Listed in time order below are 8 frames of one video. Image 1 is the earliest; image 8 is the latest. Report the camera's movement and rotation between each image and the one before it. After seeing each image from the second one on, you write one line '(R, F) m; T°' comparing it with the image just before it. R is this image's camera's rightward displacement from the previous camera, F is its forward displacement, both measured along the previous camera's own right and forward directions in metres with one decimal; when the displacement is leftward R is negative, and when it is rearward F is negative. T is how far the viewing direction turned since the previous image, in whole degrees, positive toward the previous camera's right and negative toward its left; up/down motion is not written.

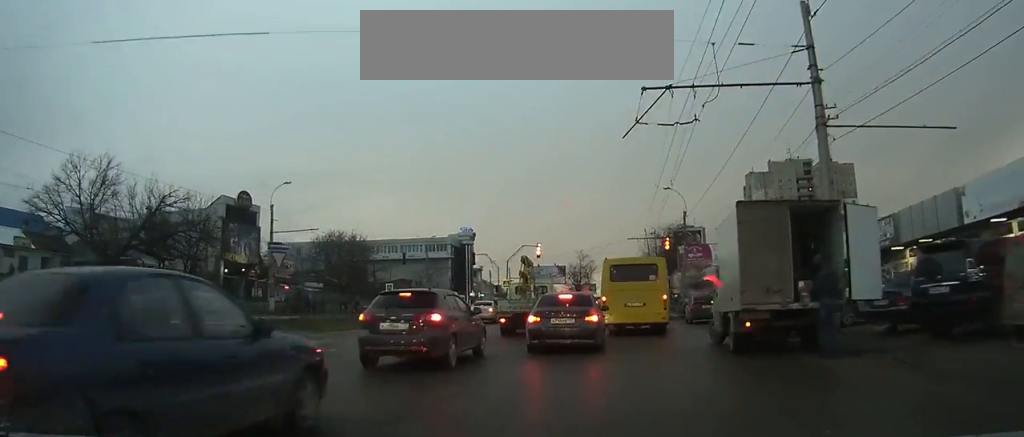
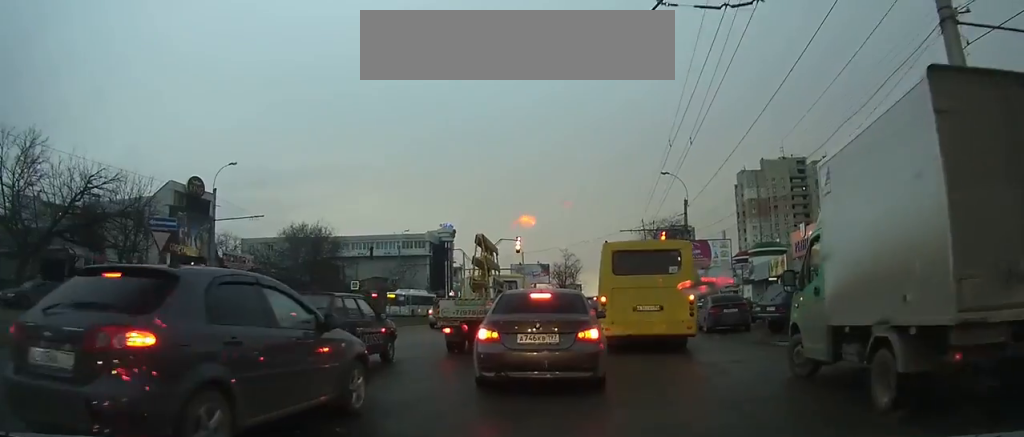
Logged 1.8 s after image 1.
(+0.1, +5.6) m; +1°
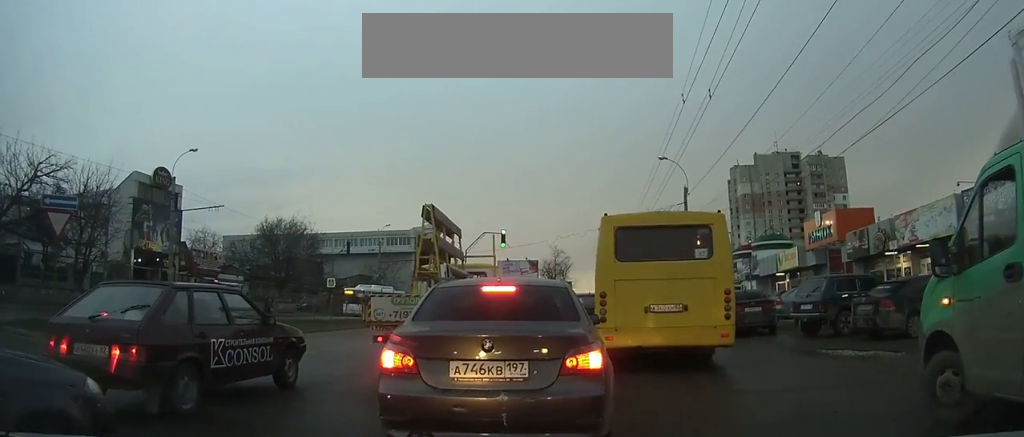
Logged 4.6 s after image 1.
(+0.1, +6.2) m; +2°
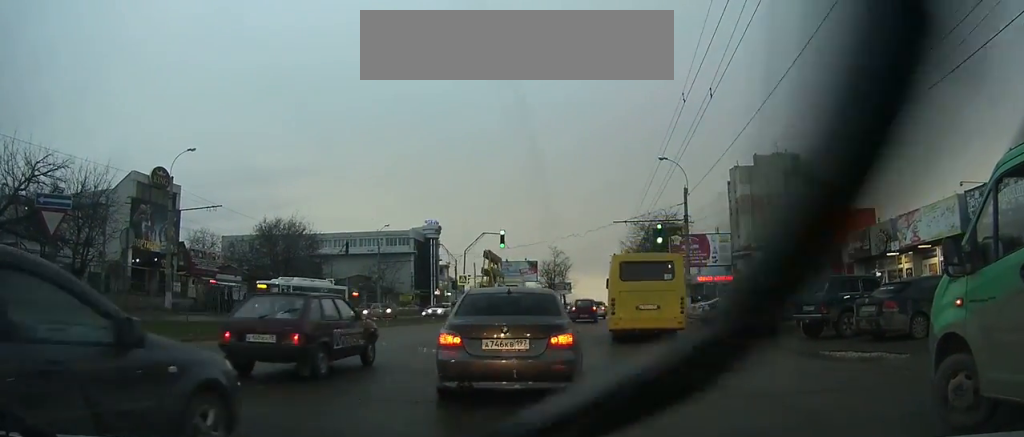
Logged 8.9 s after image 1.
(+0.2, +7.6) m; +1°
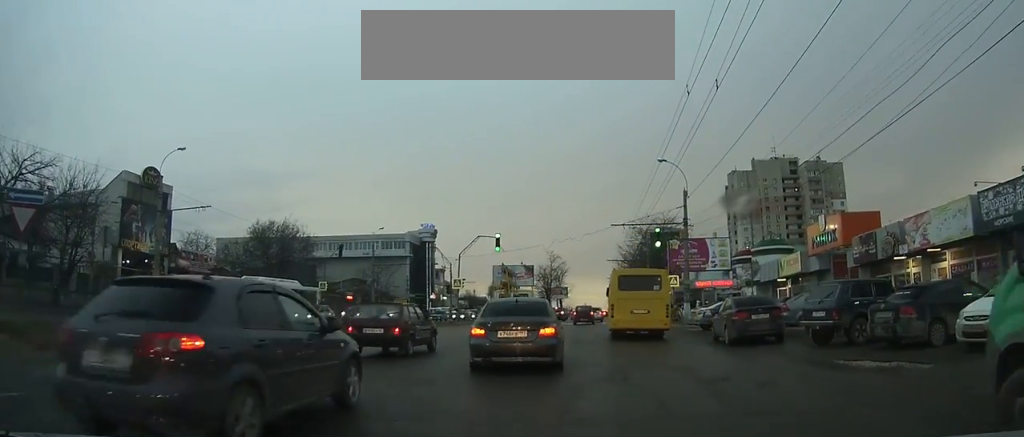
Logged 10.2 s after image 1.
(0.0, +4.3) m; 0°
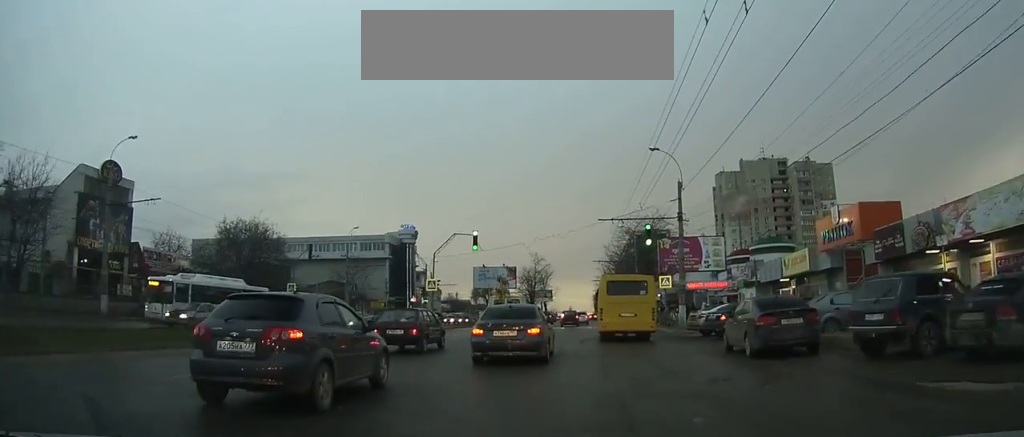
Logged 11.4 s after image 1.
(0.0, +4.2) m; 0°
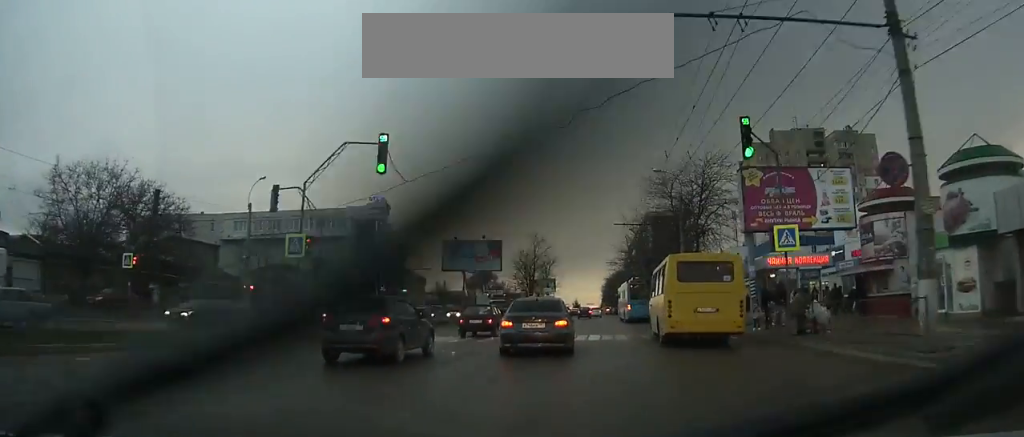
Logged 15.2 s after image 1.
(-0.1, +23.2) m; 0°
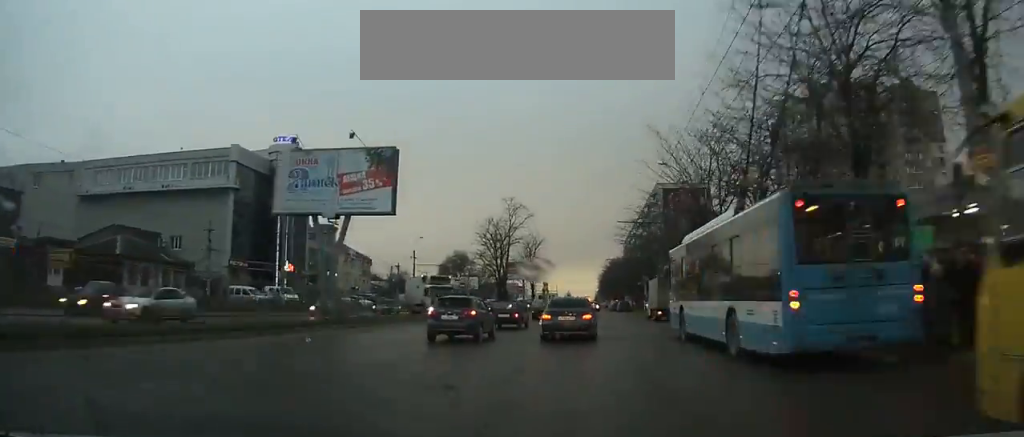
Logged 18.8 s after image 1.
(+0.4, +36.7) m; +2°
